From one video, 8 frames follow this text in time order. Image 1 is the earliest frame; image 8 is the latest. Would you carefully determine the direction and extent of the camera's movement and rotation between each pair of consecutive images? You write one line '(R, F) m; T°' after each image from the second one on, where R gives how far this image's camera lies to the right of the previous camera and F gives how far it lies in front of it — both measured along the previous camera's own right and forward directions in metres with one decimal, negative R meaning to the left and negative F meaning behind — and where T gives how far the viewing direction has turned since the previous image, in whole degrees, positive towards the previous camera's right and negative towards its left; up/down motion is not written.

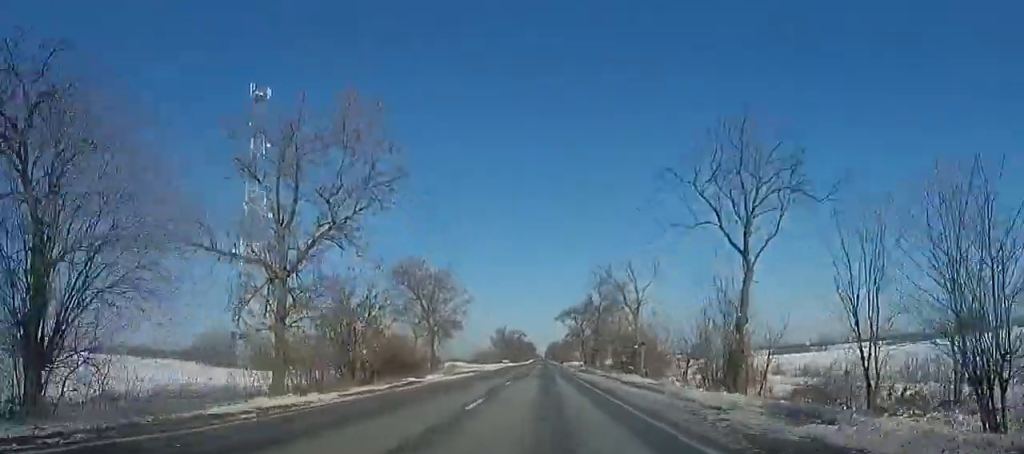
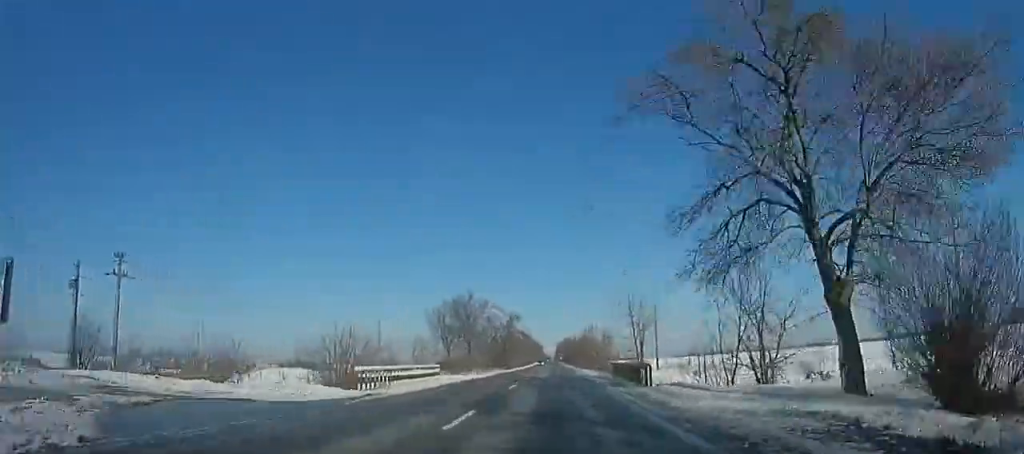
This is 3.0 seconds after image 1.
(+0.4, +73.1) m; +1°
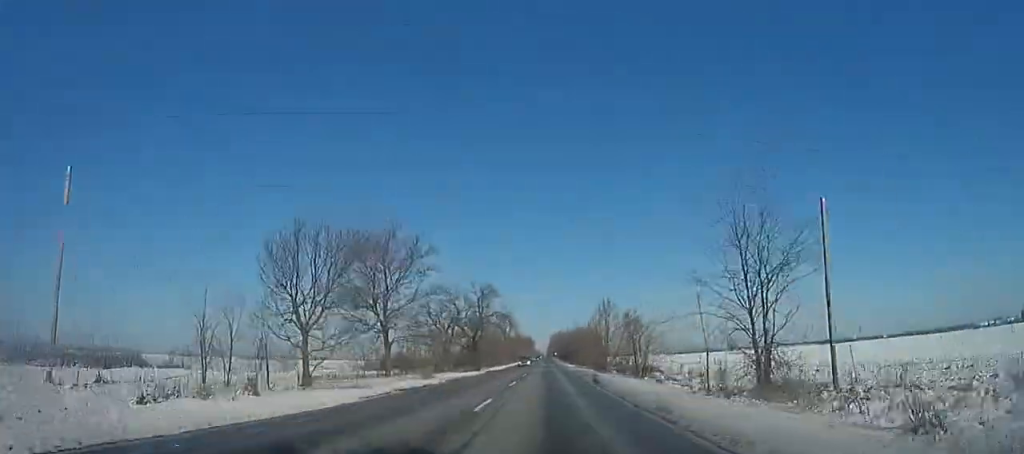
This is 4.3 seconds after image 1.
(-0.1, +31.8) m; 0°
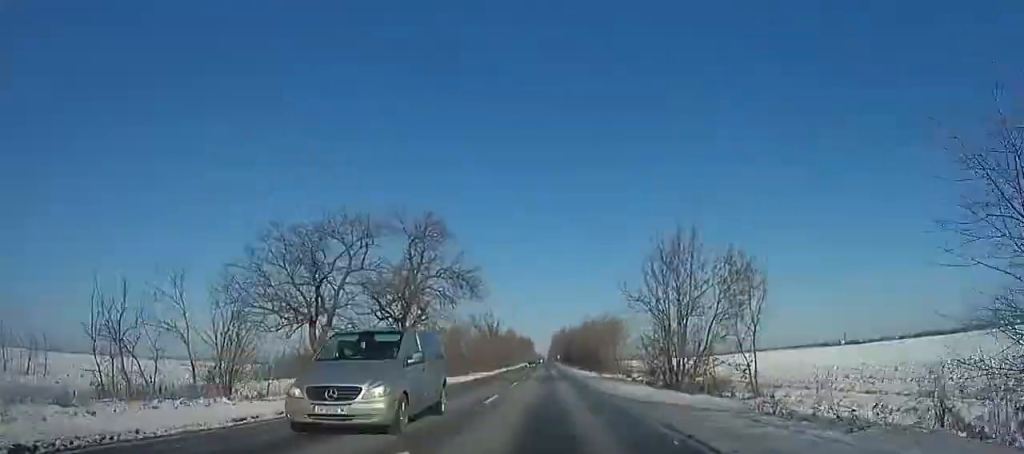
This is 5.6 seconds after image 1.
(-0.2, +31.7) m; 0°
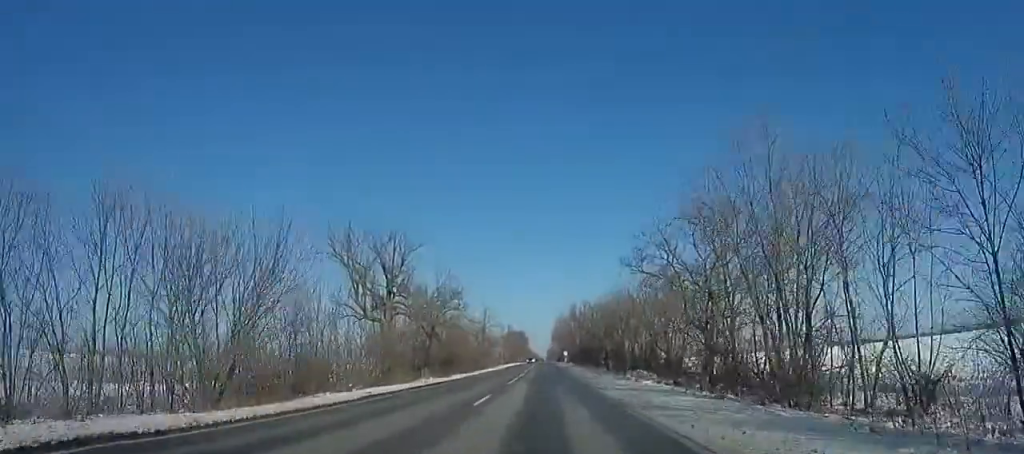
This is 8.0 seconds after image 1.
(+0.2, +59.1) m; 0°
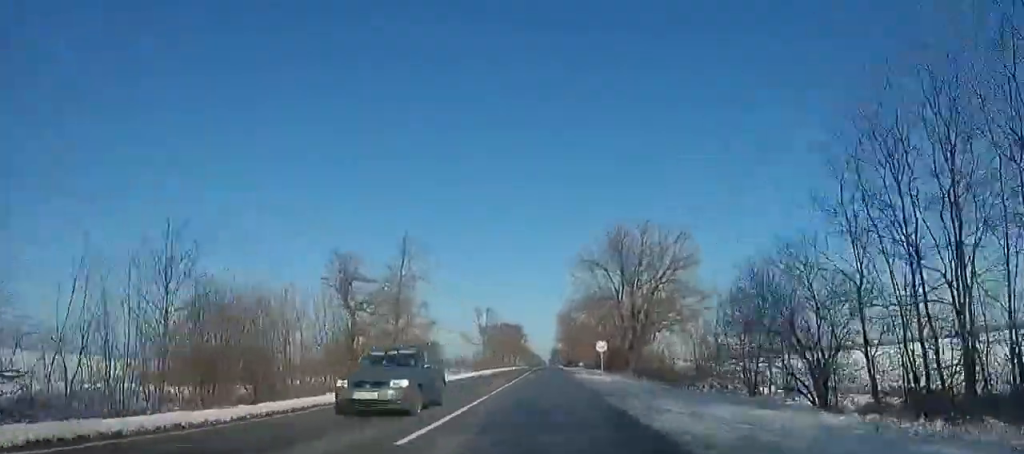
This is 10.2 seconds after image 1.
(-0.2, +52.5) m; 0°
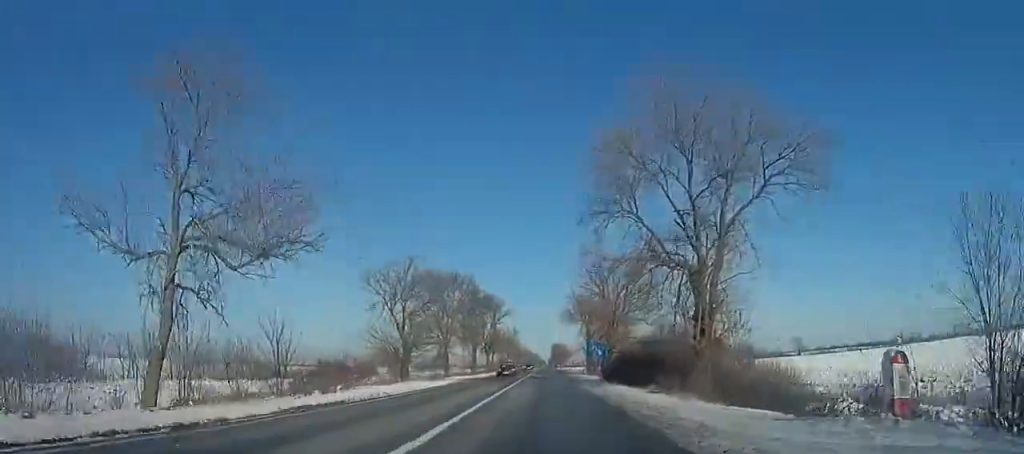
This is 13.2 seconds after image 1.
(+0.5, +72.7) m; +1°
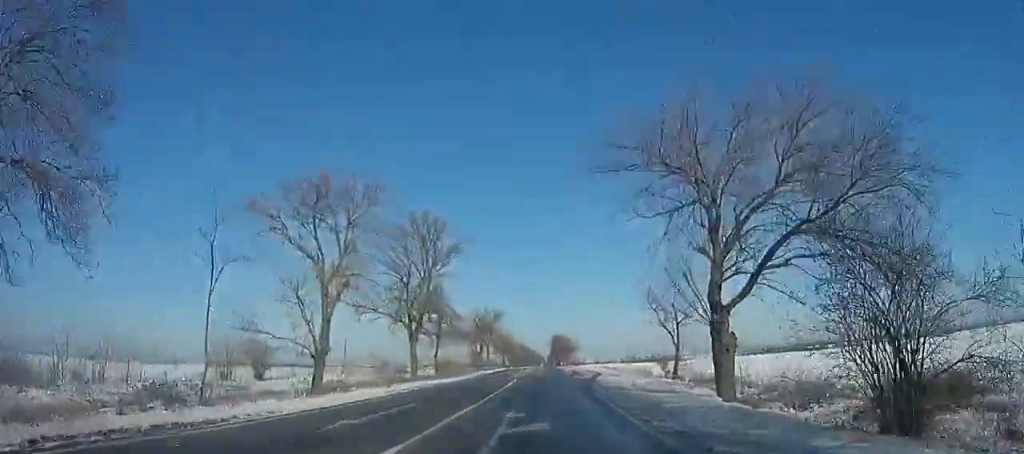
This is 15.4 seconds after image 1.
(-0.1, +53.3) m; -1°
